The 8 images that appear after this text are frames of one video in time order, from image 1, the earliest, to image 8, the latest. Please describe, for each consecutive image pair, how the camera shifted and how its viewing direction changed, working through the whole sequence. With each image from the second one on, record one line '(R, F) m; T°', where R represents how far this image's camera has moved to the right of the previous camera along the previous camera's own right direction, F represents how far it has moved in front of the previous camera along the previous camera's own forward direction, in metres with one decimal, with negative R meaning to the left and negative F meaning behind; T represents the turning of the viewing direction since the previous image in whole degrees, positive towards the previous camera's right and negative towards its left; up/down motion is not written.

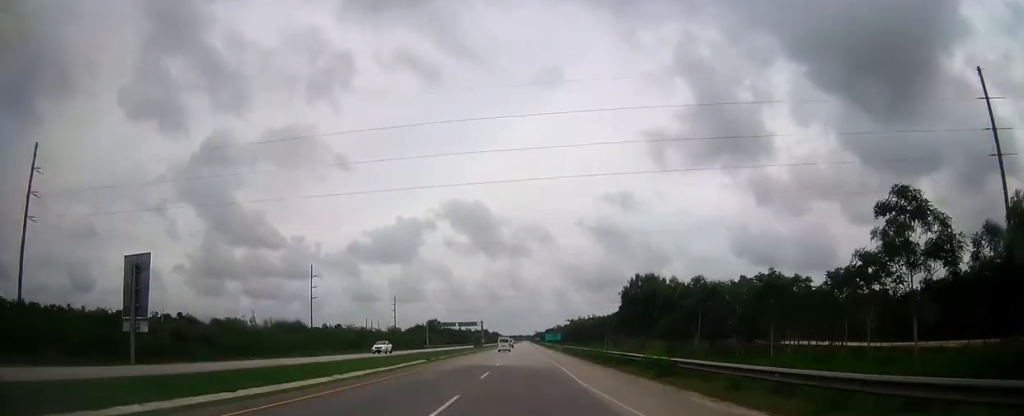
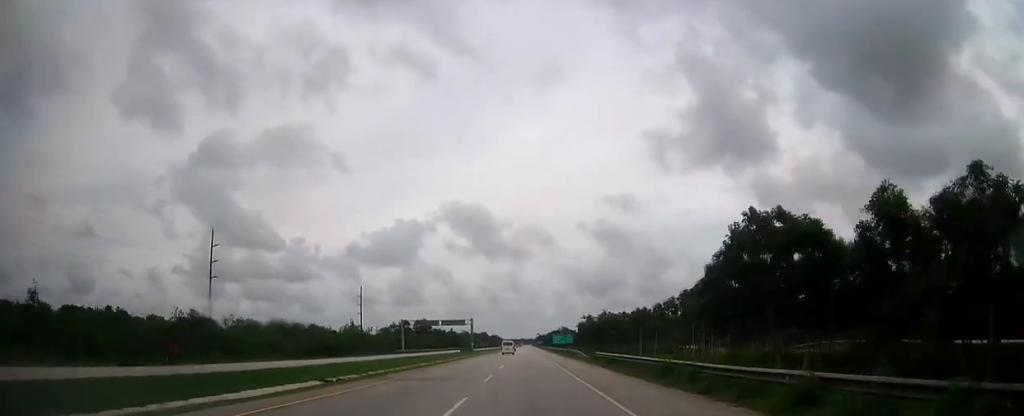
(-0.1, +36.5) m; 0°
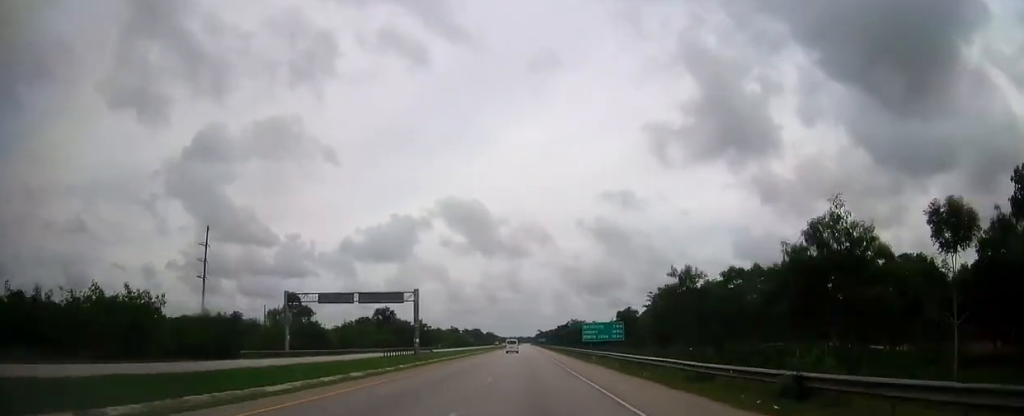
(-0.1, +66.6) m; 0°
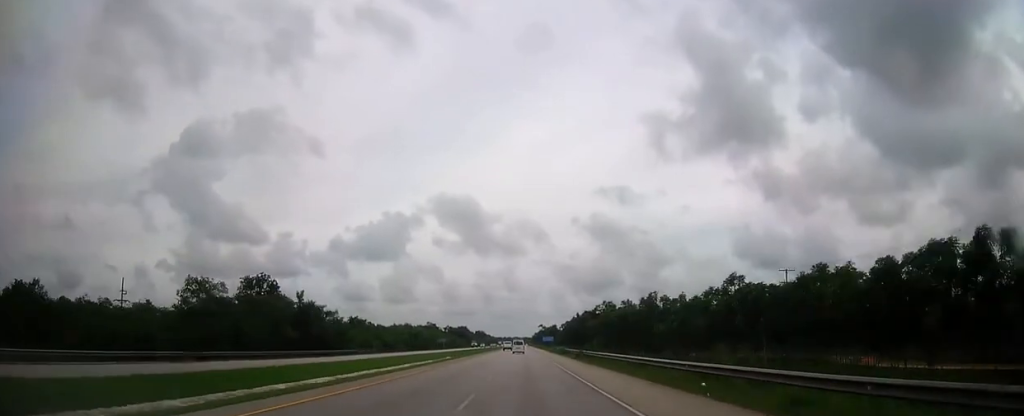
(+0.1, +91.2) m; 0°
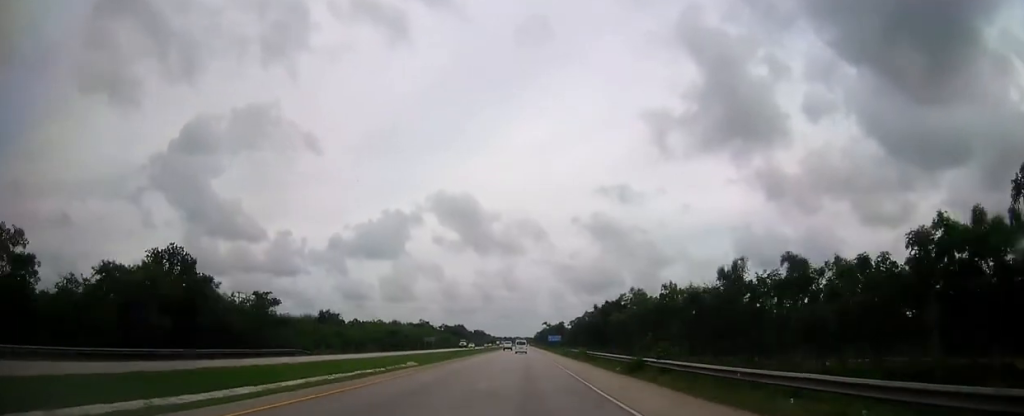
(0.0, +30.5) m; 0°
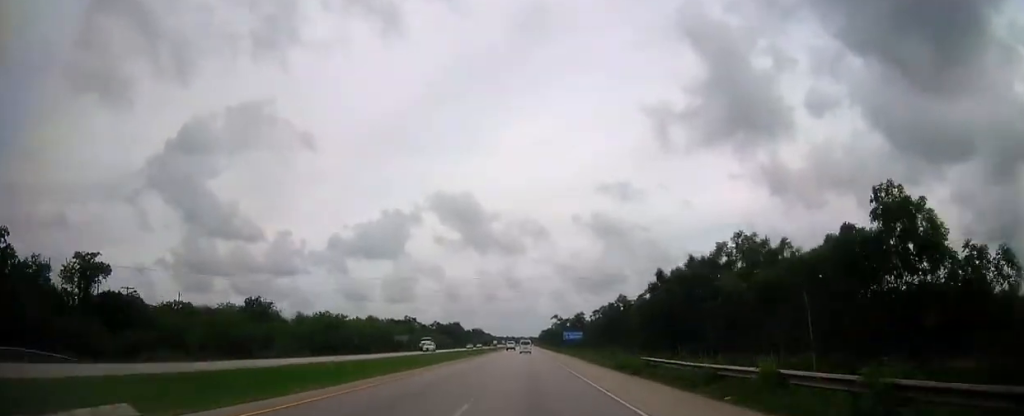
(0.0, +45.4) m; 0°
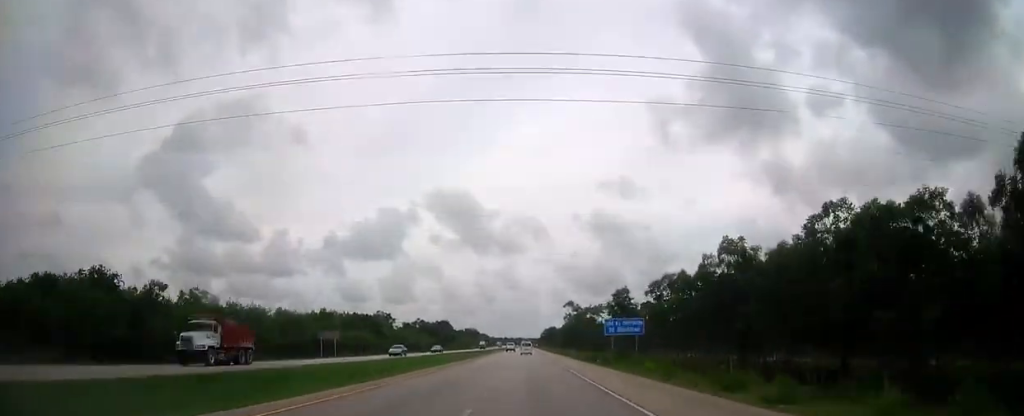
(0.0, +48.7) m; 0°
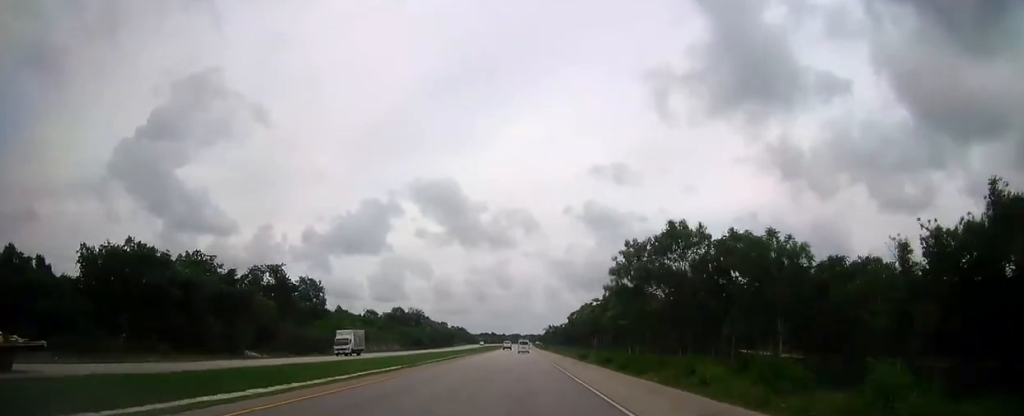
(+0.4, +210.6) m; 0°
